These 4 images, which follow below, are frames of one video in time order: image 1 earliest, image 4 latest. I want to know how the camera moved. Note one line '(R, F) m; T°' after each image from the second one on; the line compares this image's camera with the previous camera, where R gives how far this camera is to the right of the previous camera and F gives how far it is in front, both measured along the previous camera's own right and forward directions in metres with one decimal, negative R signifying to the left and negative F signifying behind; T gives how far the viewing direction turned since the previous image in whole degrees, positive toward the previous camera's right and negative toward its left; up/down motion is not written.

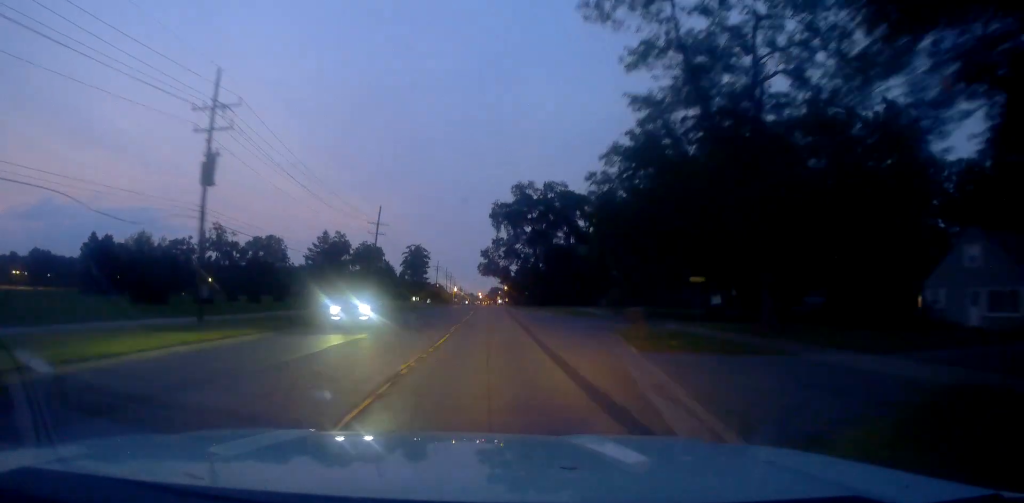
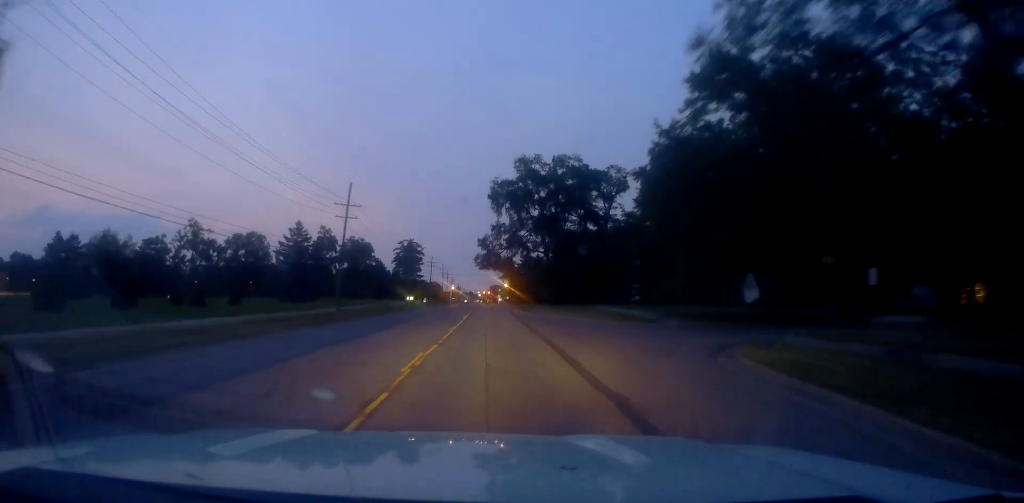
(-0.4, +16.0) m; -1°
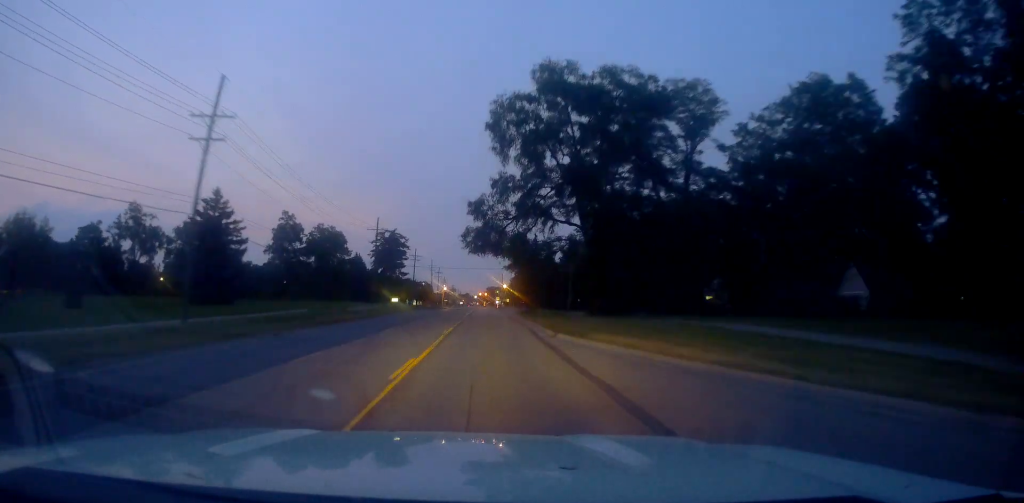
(+0.5, +31.9) m; +1°
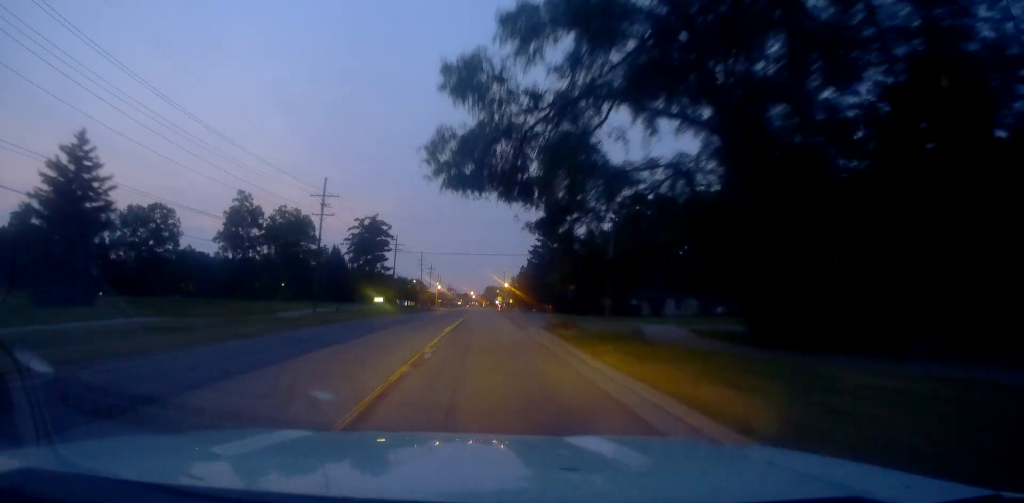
(-0.3, +27.9) m; 0°
